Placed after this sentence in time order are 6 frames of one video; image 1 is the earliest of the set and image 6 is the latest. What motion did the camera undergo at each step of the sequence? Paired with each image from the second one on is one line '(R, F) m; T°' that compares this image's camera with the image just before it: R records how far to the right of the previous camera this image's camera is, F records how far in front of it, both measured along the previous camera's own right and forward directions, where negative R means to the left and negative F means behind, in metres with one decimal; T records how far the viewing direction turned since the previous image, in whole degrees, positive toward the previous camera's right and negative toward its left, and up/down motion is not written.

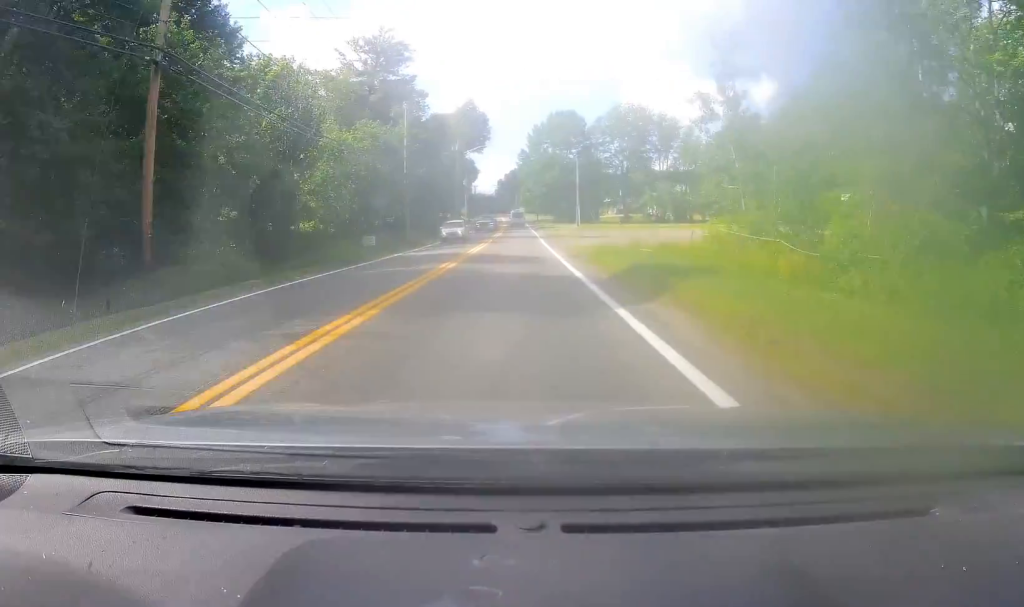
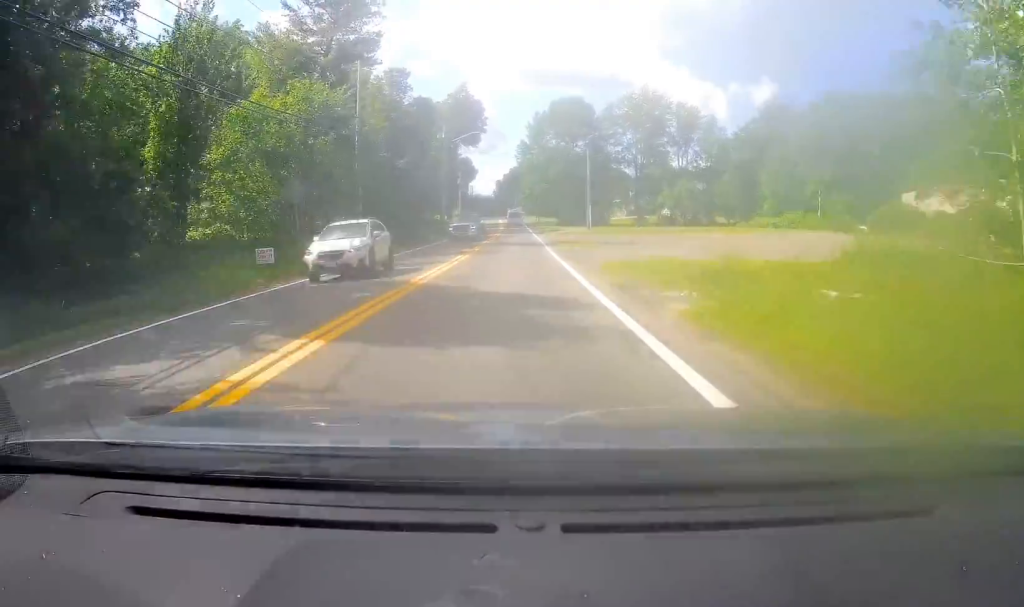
(-0.3, +14.1) m; 0°
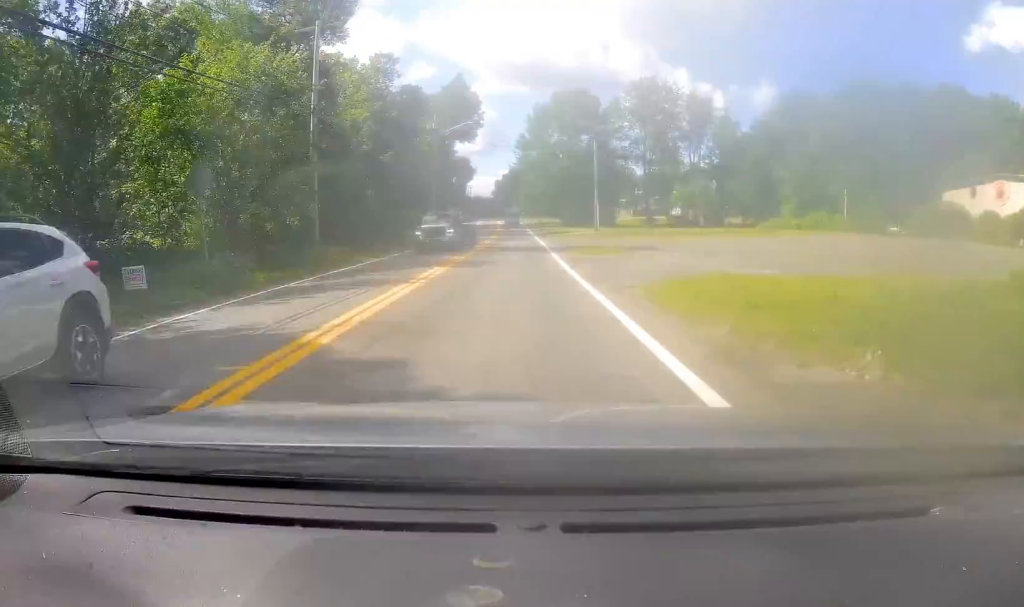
(+0.1, +7.7) m; 0°
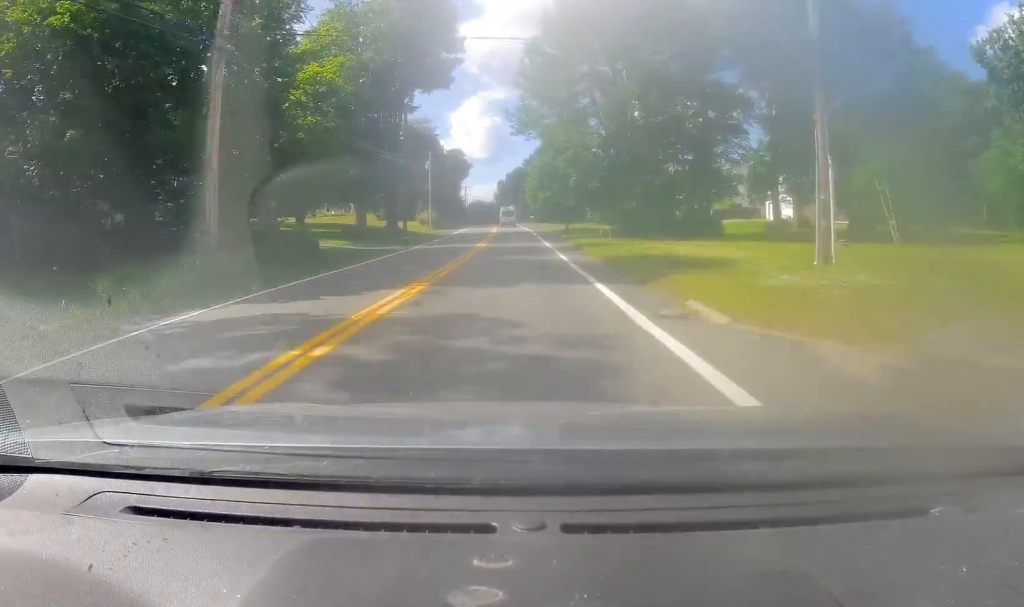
(-0.1, +48.5) m; -2°
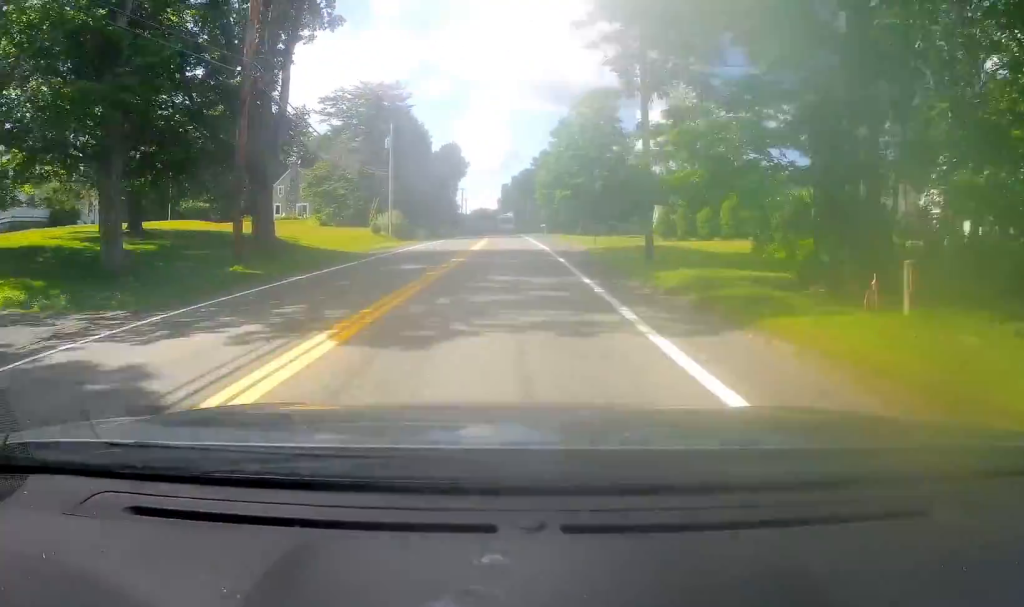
(0.0, +32.4) m; +1°
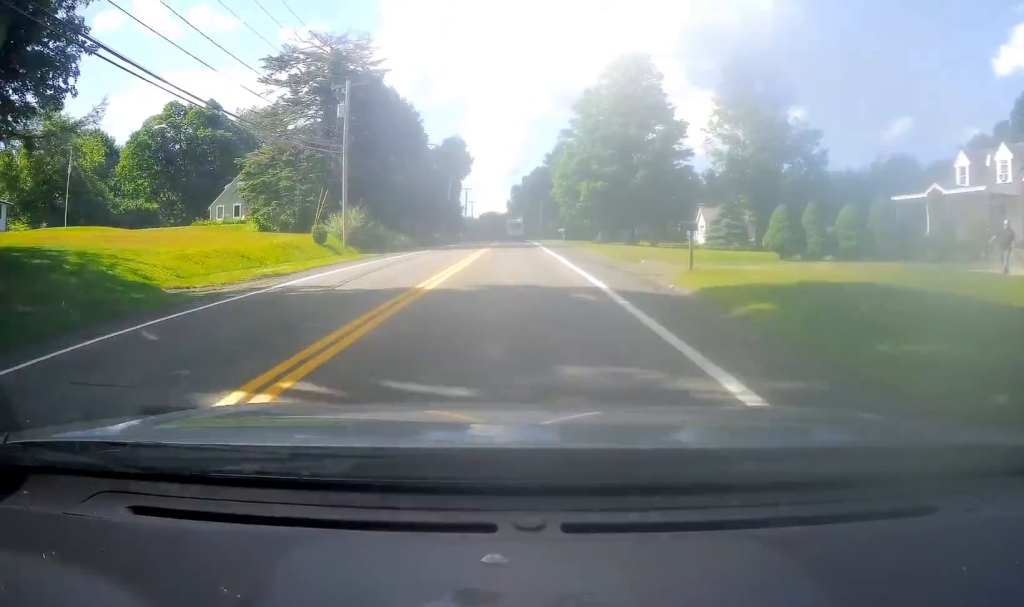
(+0.1, +19.6) m; 0°
